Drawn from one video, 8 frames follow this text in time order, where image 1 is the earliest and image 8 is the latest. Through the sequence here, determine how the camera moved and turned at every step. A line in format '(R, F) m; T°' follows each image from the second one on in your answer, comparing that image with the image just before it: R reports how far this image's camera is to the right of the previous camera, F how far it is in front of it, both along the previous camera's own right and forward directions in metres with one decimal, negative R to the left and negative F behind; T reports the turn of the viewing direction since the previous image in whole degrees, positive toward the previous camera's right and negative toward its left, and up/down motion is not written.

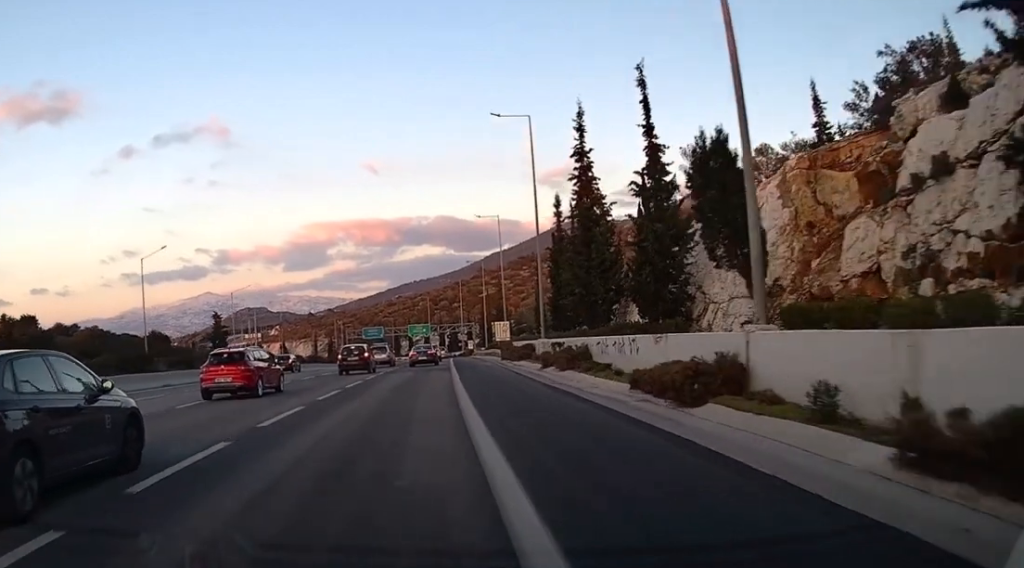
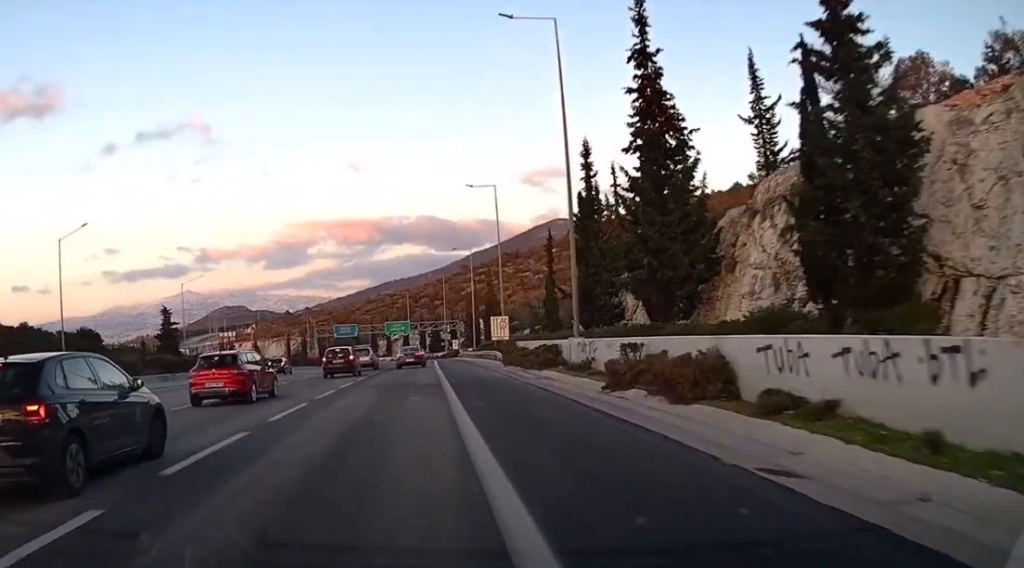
(+0.3, +16.9) m; +1°
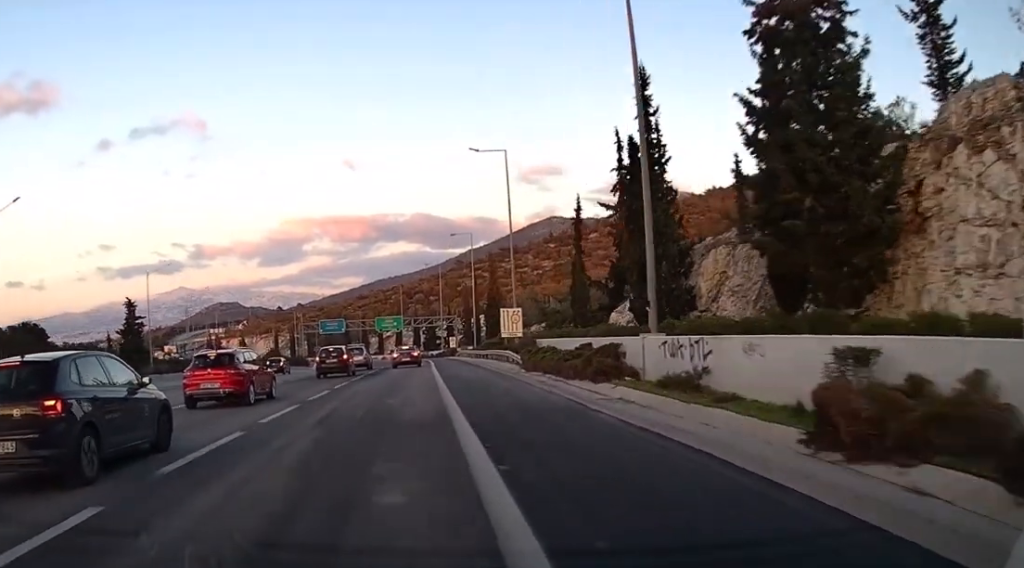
(+0.1, +12.6) m; +1°
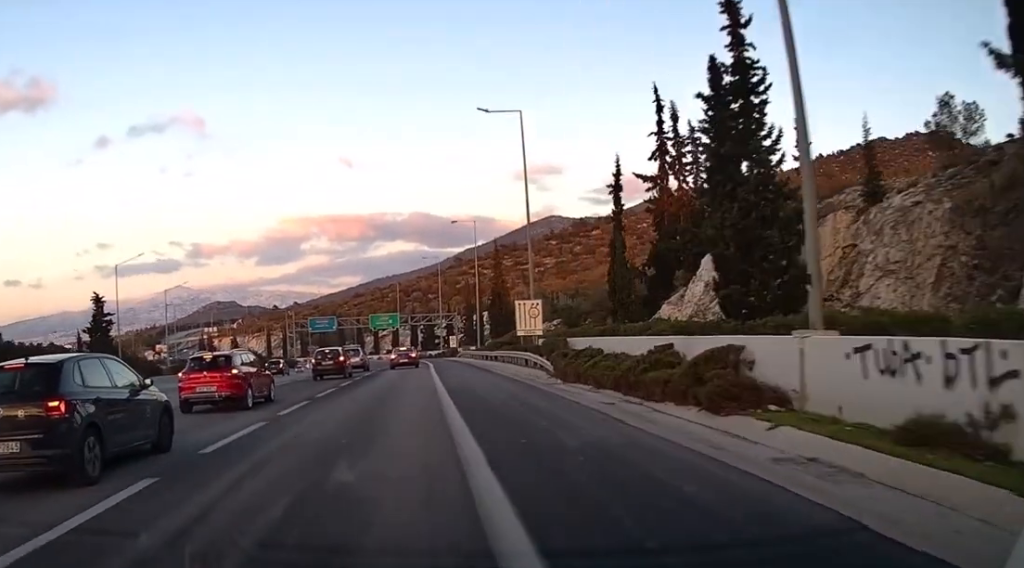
(+0.1, +10.5) m; 0°
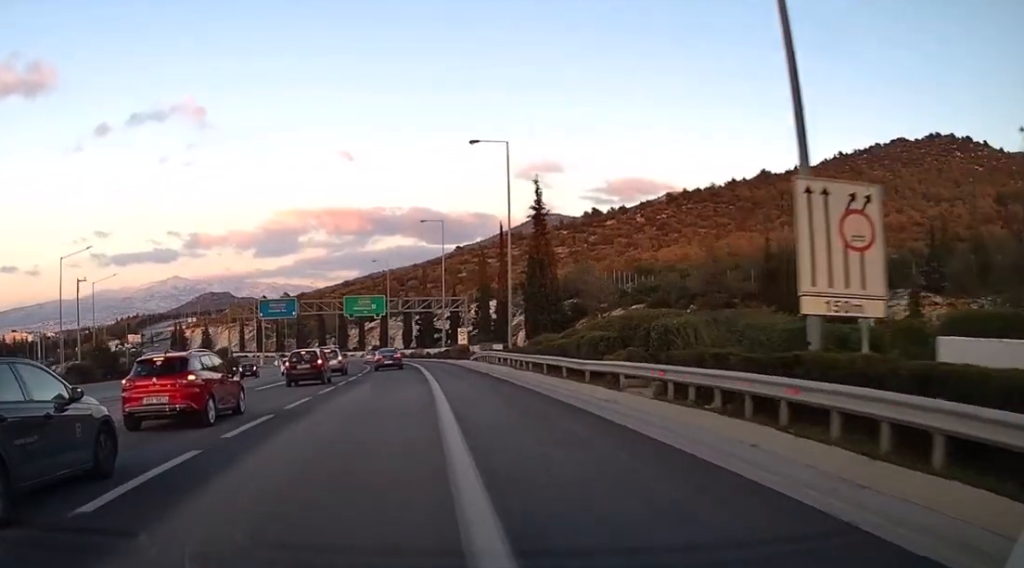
(+0.3, +34.4) m; +1°
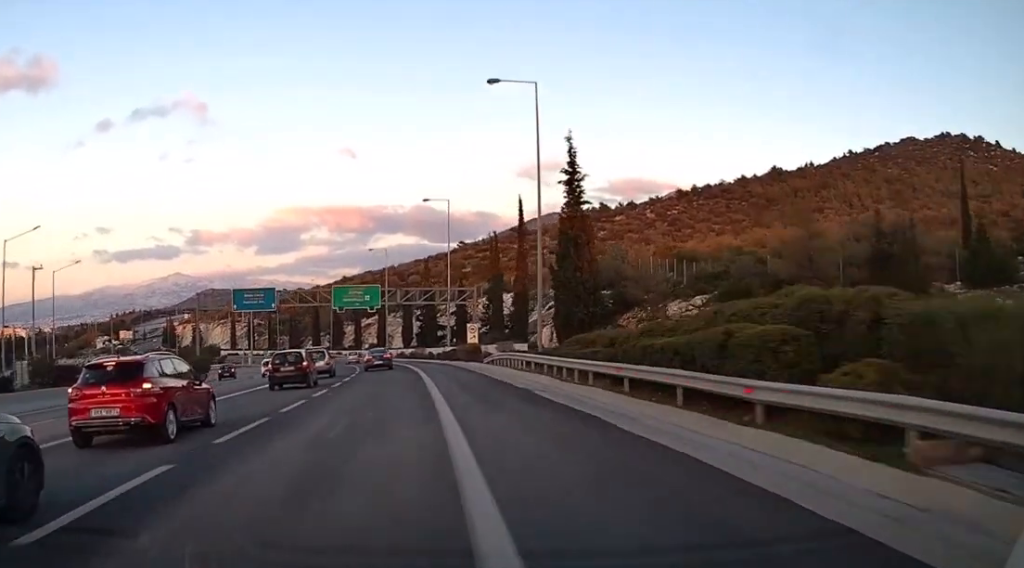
(+0.1, +11.6) m; 0°
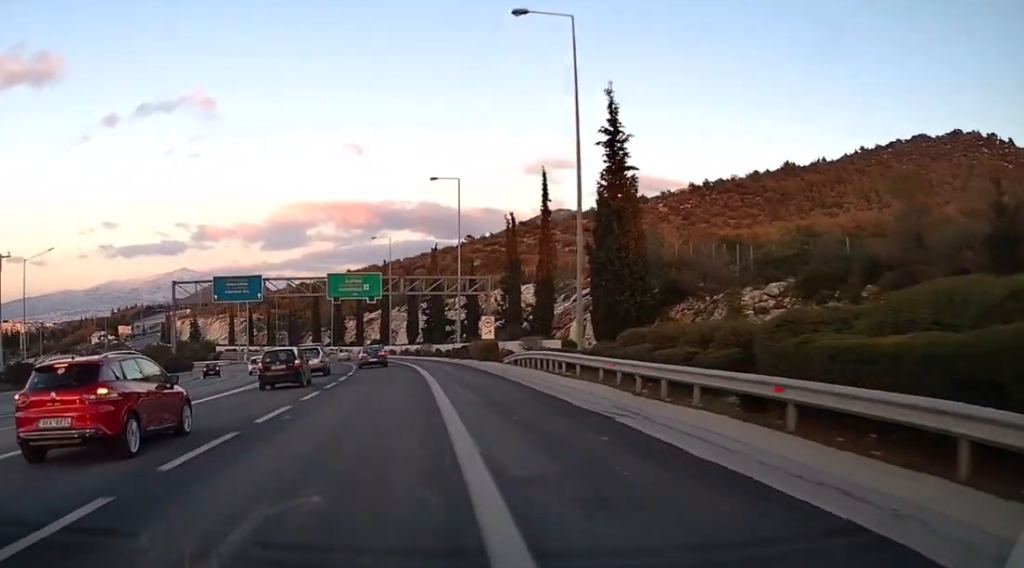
(0.0, +9.0) m; 0°
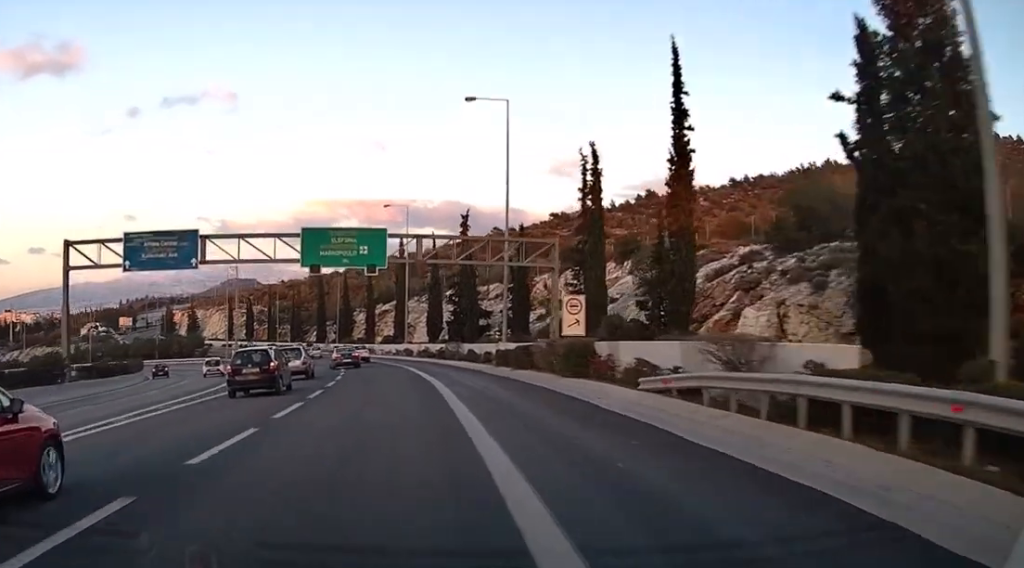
(0.0, +23.2) m; -1°
